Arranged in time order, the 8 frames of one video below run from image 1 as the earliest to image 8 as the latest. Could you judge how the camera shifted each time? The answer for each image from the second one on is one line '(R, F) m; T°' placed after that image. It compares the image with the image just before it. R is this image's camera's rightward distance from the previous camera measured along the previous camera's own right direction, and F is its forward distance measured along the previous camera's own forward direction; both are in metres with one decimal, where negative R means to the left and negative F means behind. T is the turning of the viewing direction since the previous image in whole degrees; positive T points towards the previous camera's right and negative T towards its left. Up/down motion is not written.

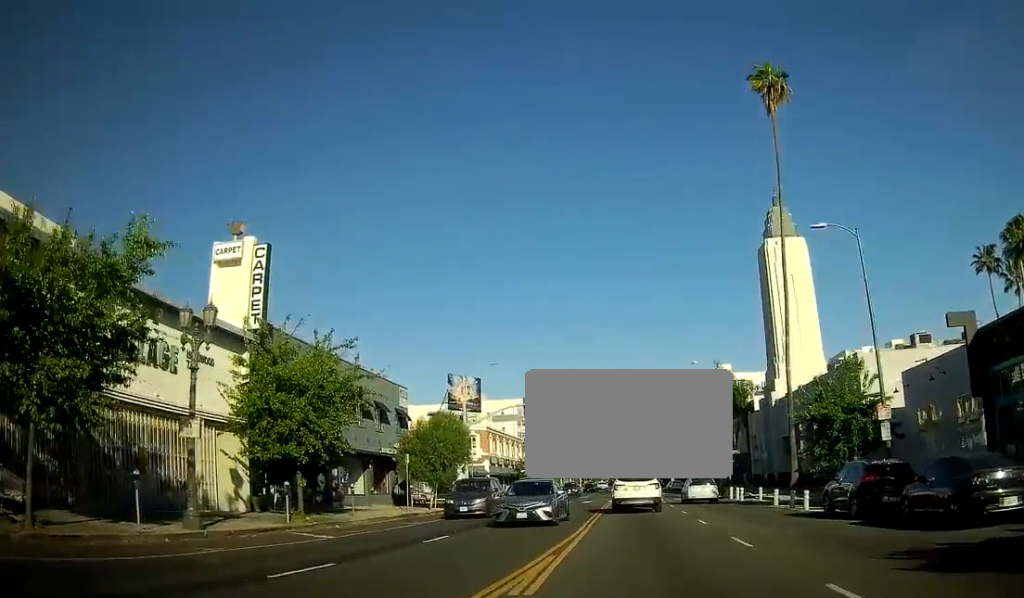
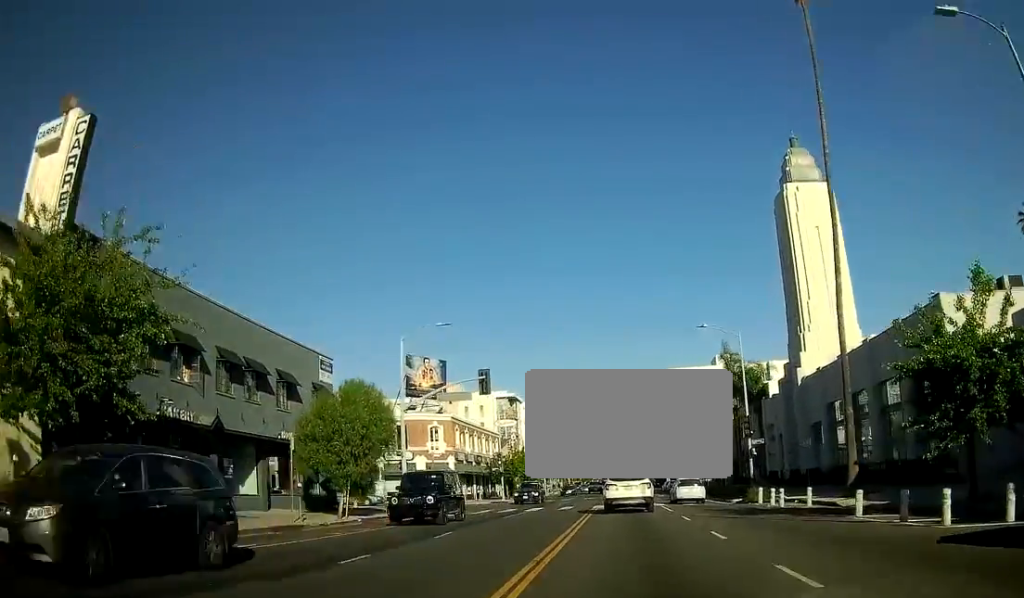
(0.0, +12.2) m; +1°
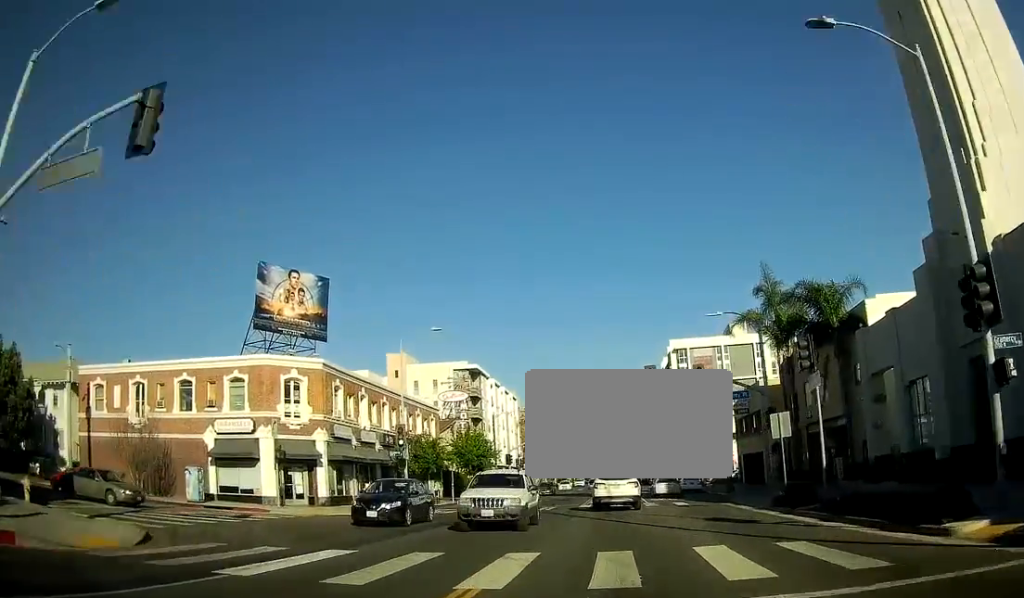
(+0.8, +29.8) m; +1°
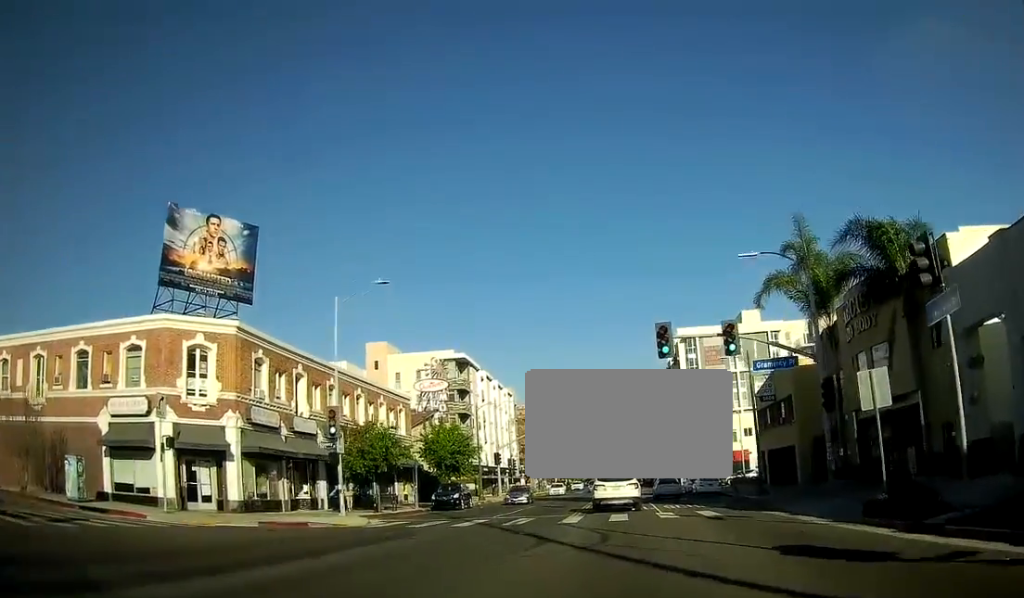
(-0.2, +10.3) m; -1°
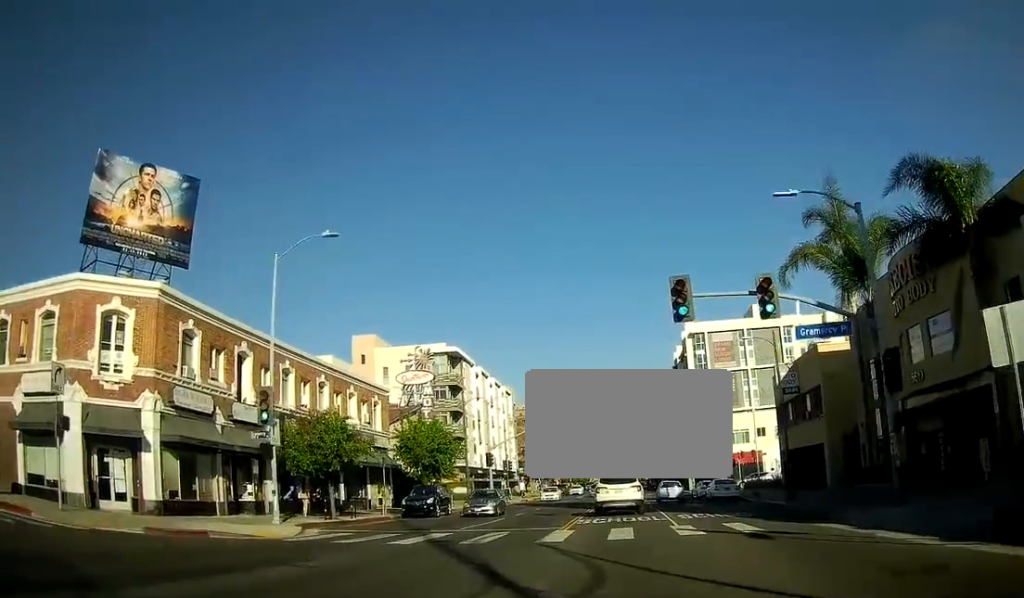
(+0.1, +6.2) m; 0°
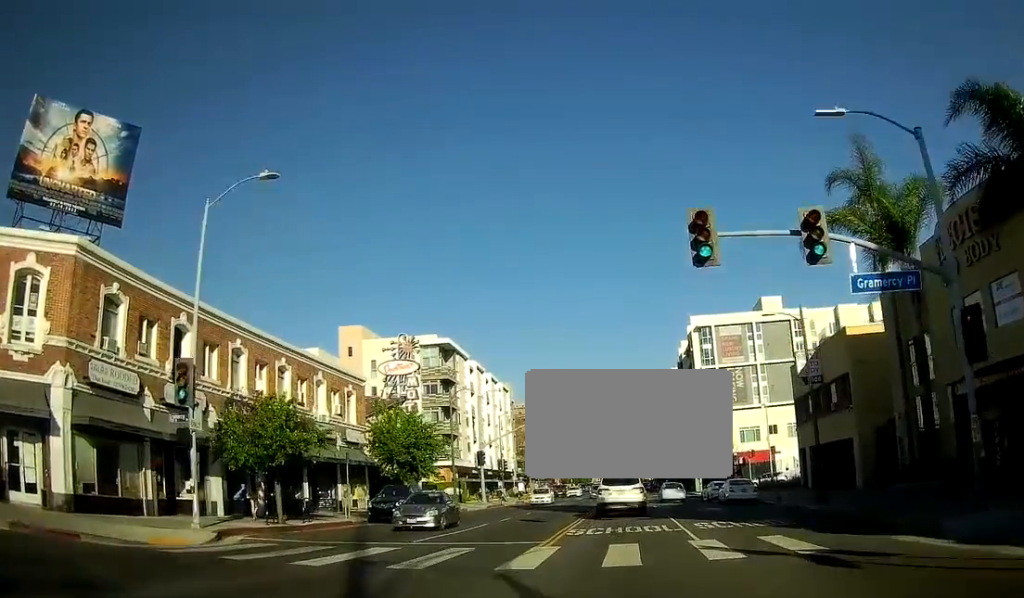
(0.0, +5.4) m; 0°
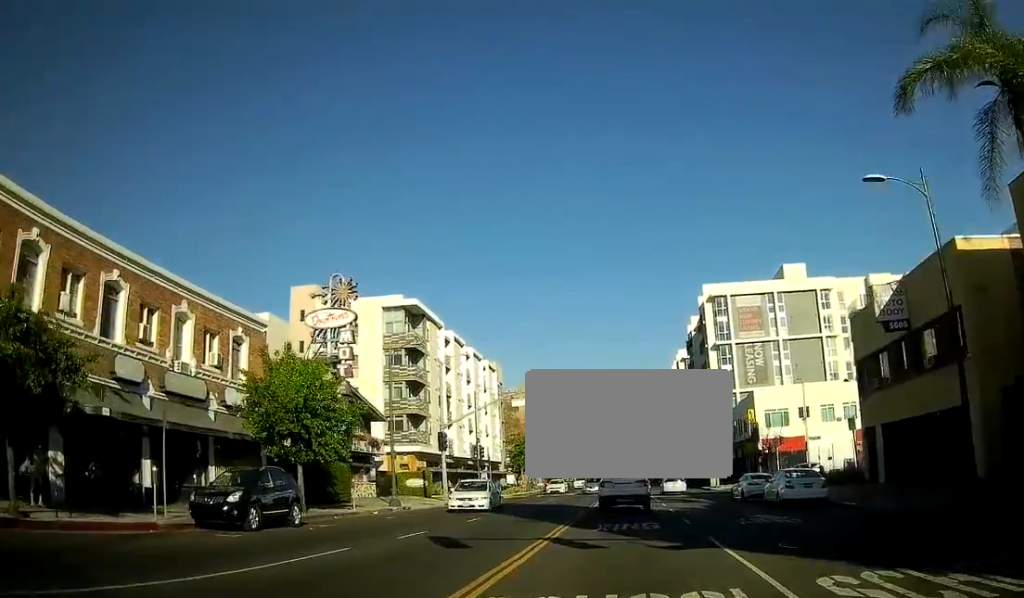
(0.0, +13.7) m; 0°
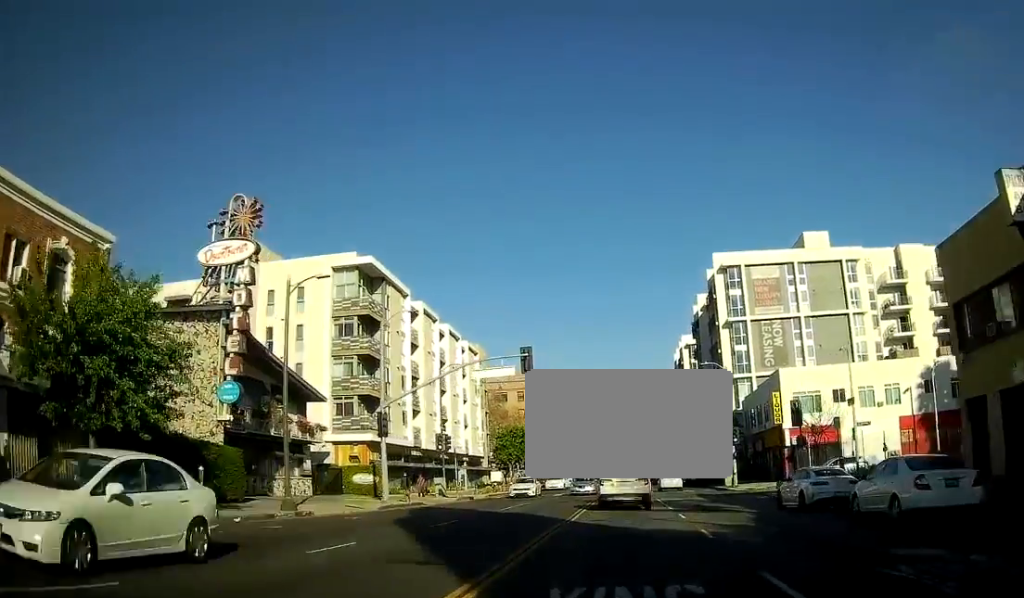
(0.0, +11.5) m; 0°
